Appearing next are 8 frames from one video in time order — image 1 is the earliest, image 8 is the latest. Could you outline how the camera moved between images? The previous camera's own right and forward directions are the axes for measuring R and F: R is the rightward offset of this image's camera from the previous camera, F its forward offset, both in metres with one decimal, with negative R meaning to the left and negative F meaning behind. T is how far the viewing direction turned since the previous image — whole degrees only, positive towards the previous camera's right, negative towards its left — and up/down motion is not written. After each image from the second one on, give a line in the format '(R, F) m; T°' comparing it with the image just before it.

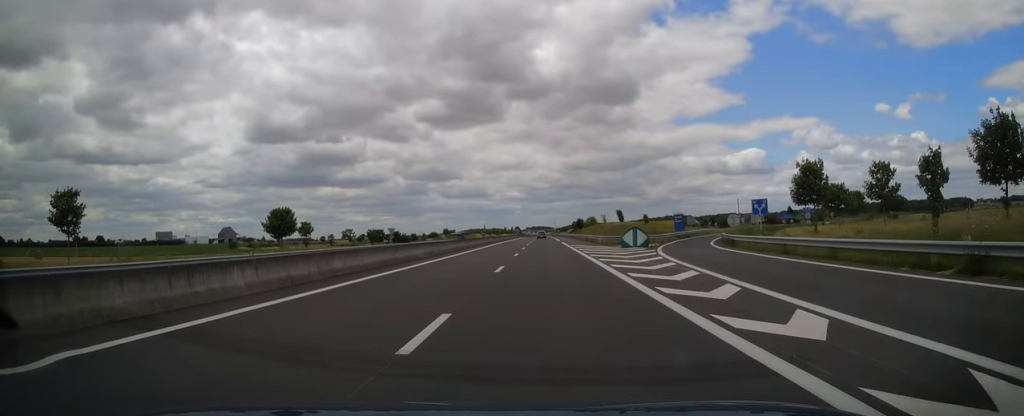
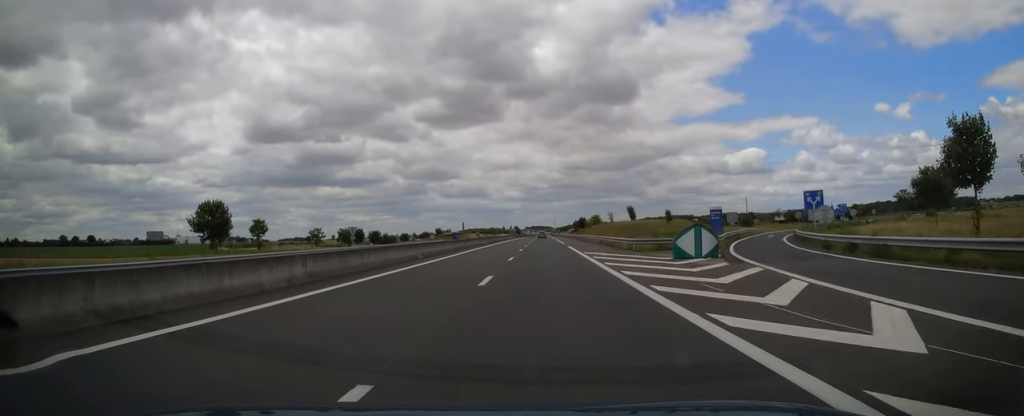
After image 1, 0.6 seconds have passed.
(+0.2, +17.6) m; 0°
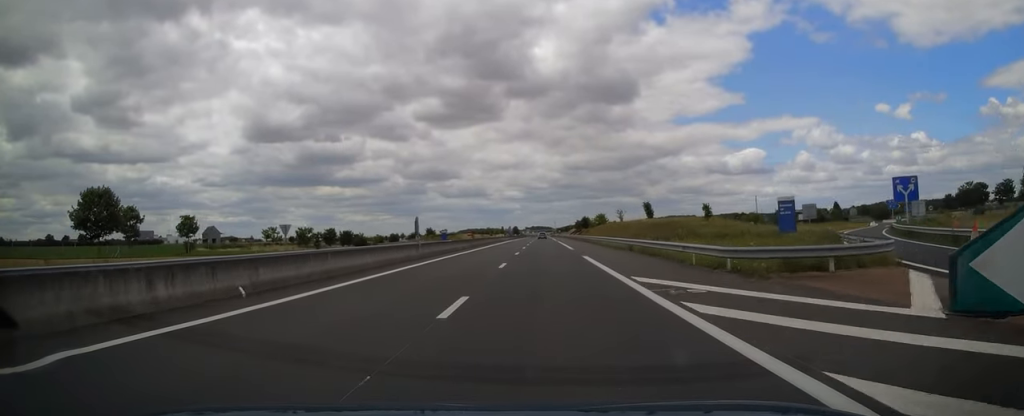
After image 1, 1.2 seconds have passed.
(0.0, +18.6) m; -1°
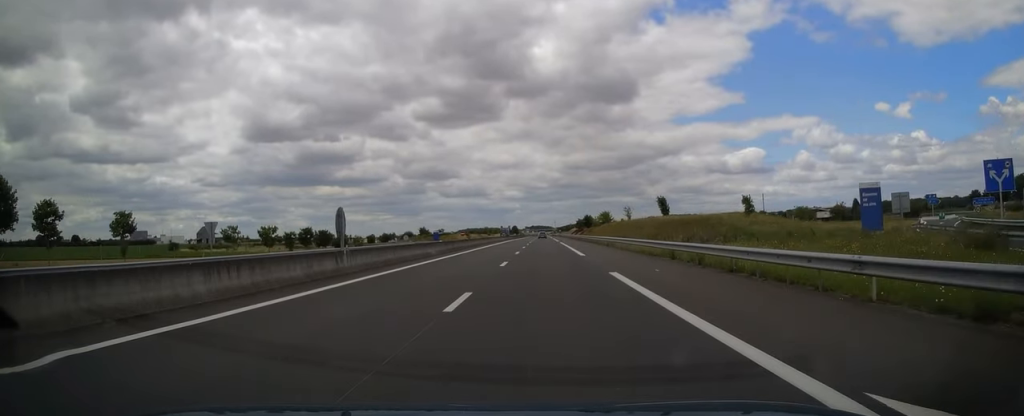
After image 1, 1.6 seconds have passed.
(+0.1, +12.2) m; 0°
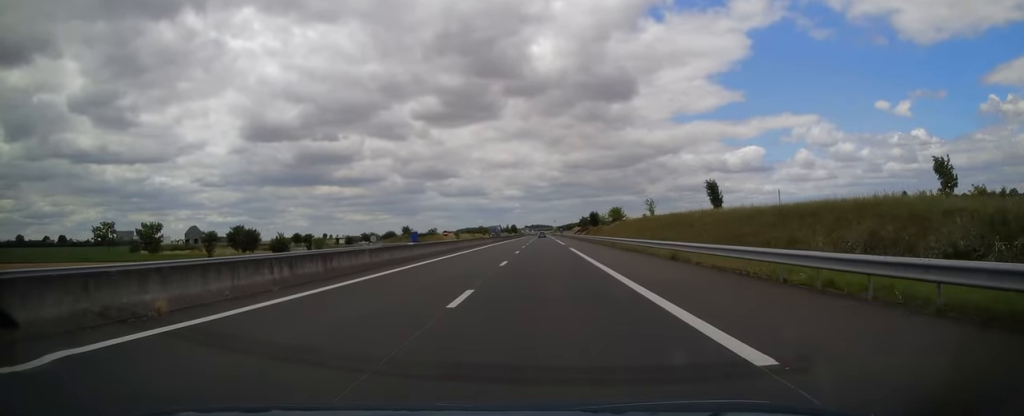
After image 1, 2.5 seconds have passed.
(-0.4, +25.5) m; 0°
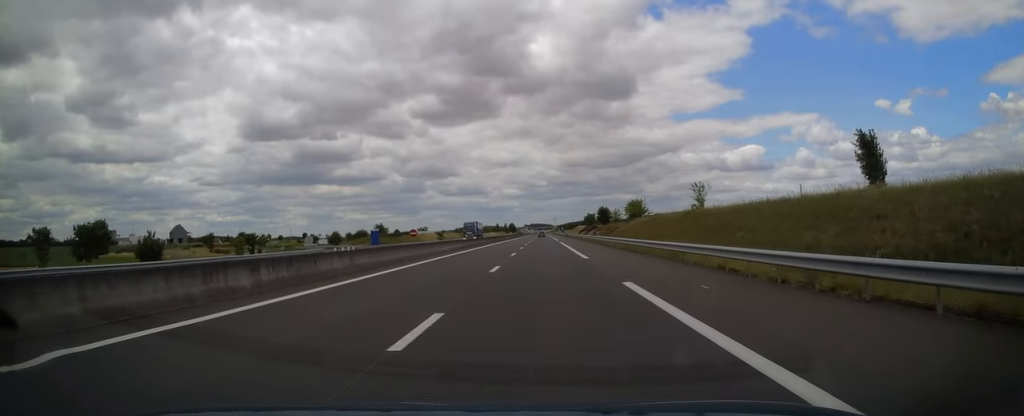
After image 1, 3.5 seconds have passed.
(+0.4, +29.9) m; +1°
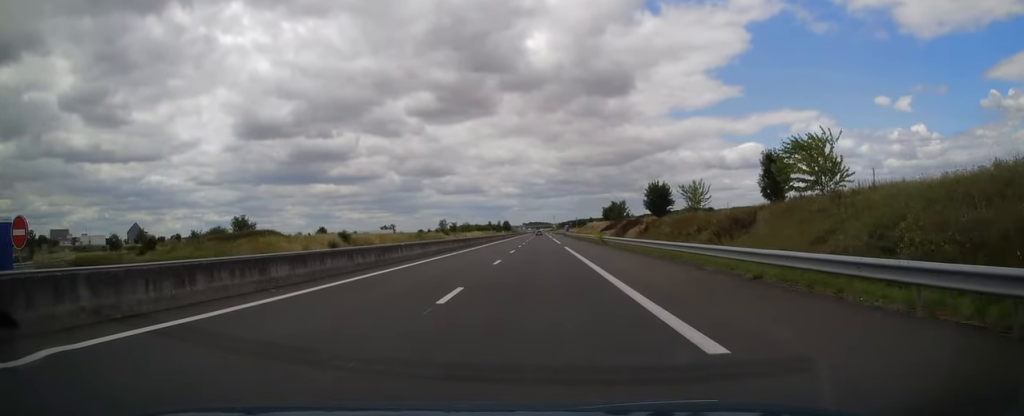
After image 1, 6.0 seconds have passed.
(-0.7, +73.5) m; 0°
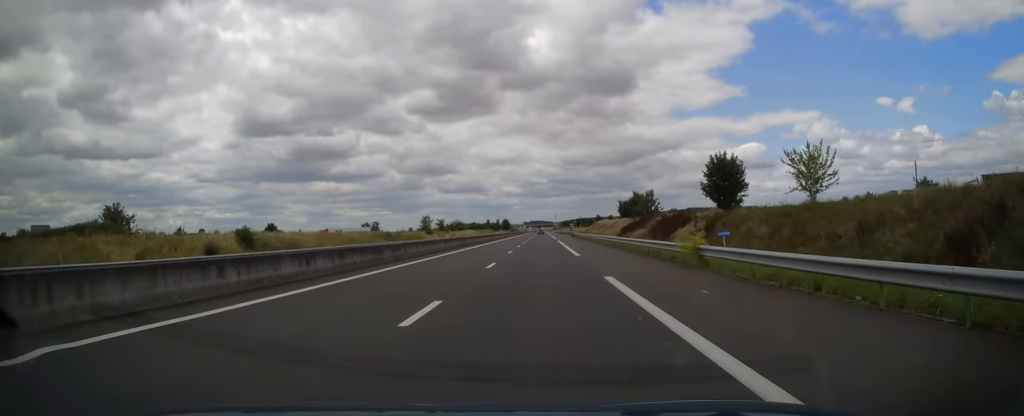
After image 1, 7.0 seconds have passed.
(+0.2, +28.9) m; 0°
